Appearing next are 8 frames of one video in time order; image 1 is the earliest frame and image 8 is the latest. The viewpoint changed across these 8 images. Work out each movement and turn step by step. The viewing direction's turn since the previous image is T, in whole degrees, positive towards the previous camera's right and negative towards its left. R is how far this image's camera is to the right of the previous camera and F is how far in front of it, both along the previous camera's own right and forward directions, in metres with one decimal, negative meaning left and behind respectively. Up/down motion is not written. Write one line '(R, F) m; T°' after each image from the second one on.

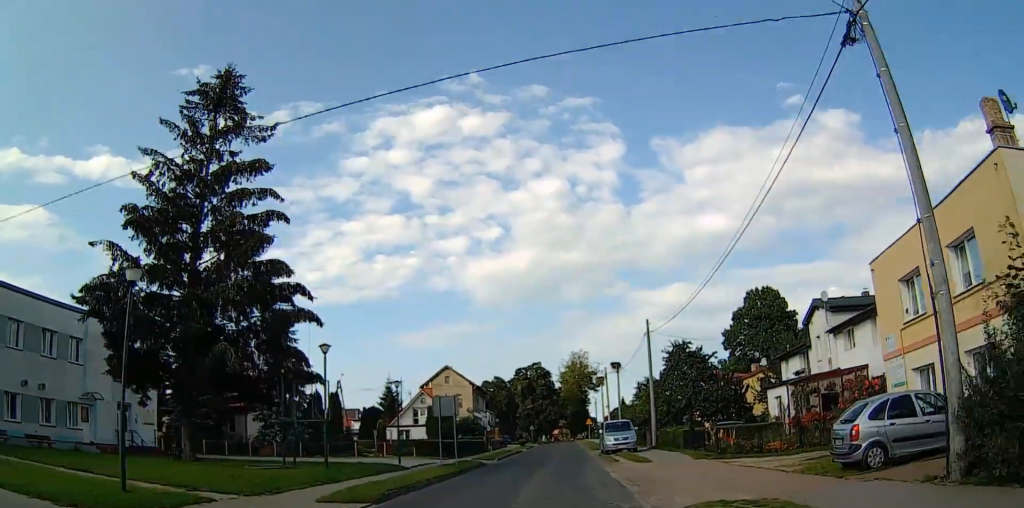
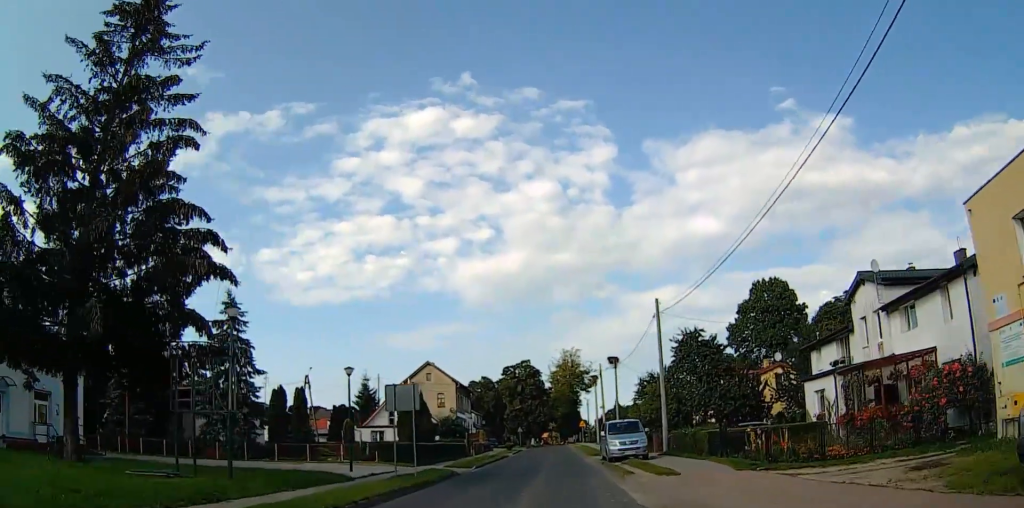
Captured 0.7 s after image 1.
(0.0, +7.4) m; +4°
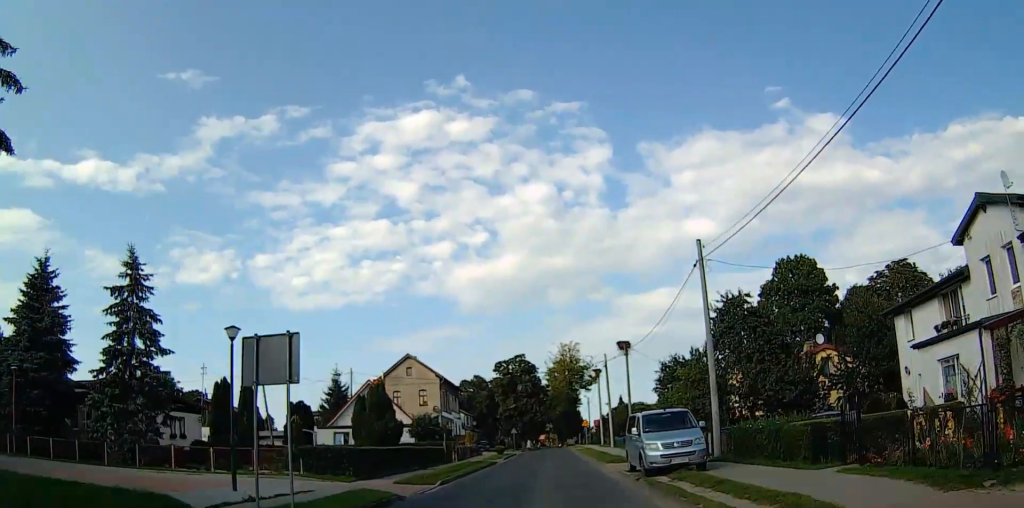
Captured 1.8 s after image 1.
(+0.7, +11.3) m; -1°
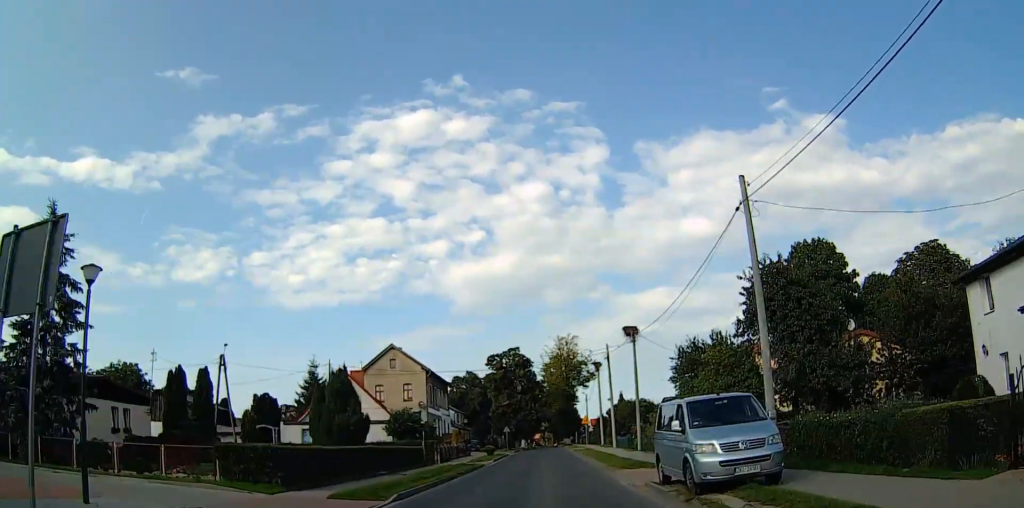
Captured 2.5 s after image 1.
(-0.5, +6.7) m; 0°
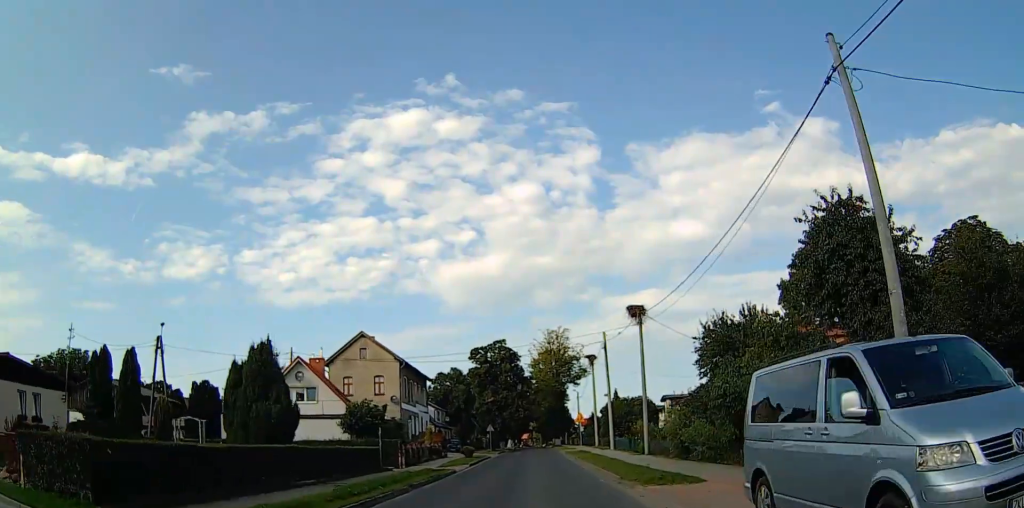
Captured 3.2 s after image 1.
(-0.2, +8.2) m; +2°
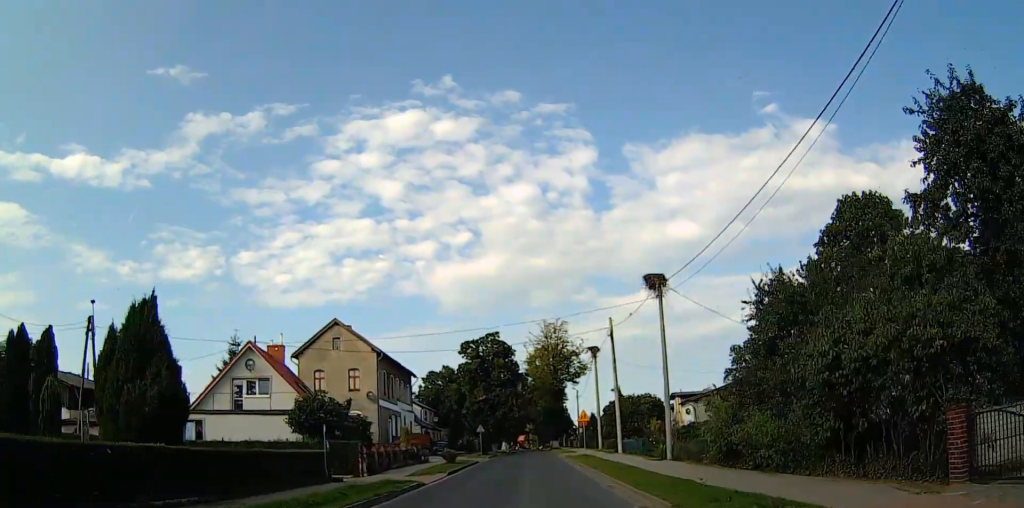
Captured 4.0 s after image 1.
(+0.6, +7.8) m; +4°
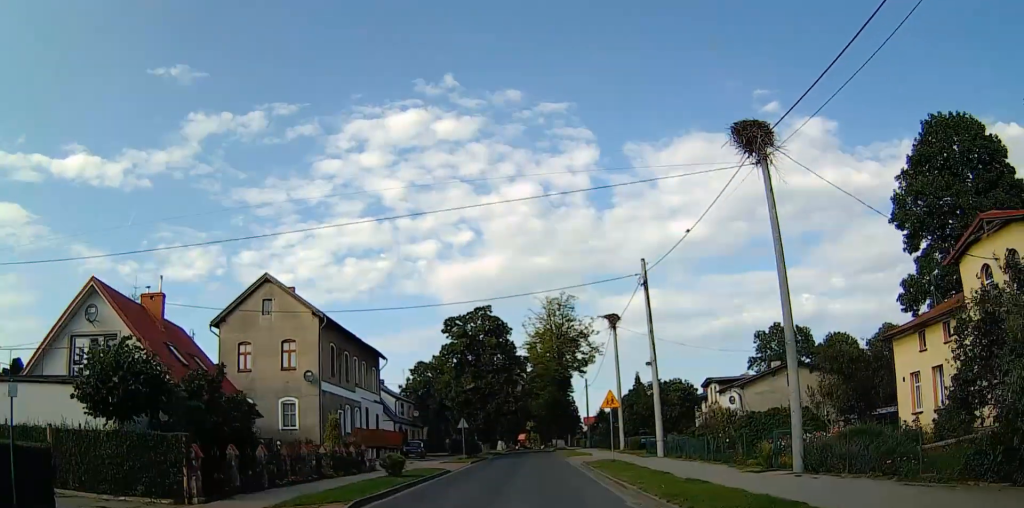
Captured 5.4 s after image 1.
(-1.1, +15.9) m; -6°
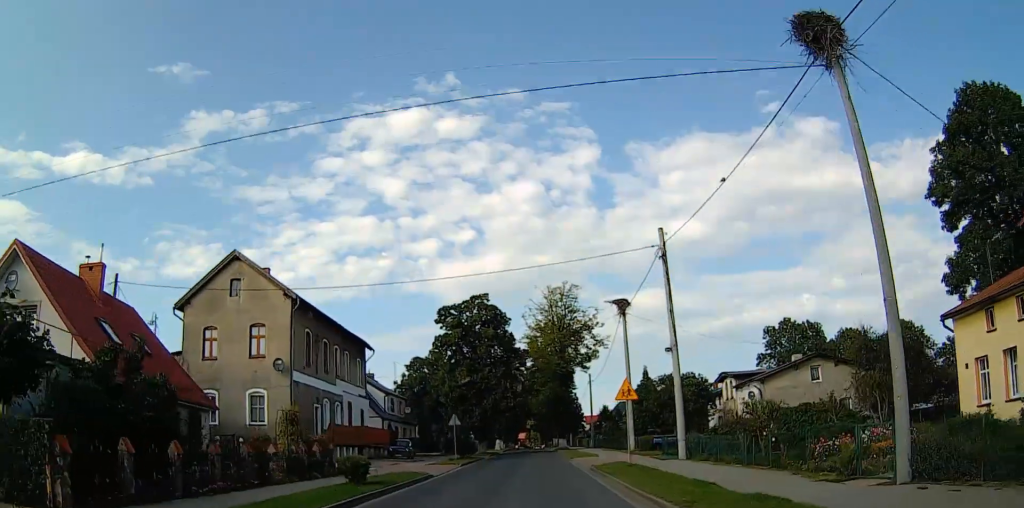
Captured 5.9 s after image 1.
(-0.5, +5.2) m; 0°
